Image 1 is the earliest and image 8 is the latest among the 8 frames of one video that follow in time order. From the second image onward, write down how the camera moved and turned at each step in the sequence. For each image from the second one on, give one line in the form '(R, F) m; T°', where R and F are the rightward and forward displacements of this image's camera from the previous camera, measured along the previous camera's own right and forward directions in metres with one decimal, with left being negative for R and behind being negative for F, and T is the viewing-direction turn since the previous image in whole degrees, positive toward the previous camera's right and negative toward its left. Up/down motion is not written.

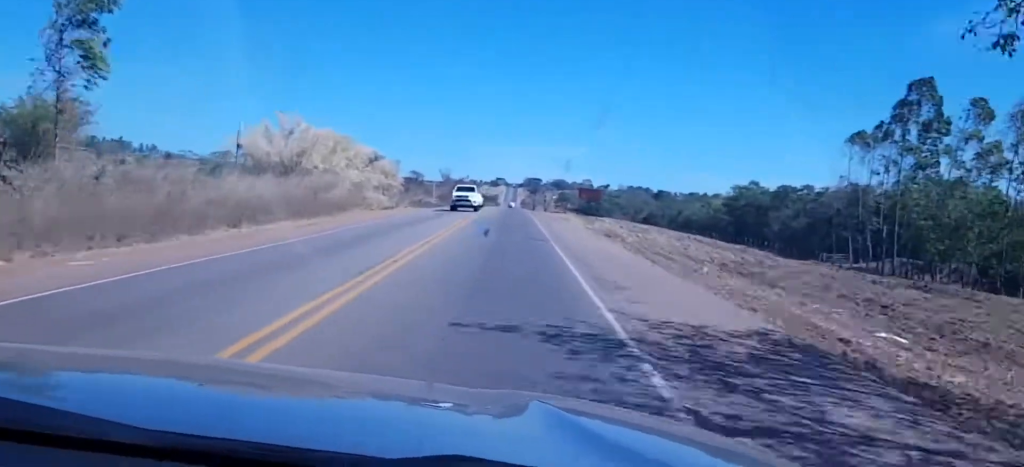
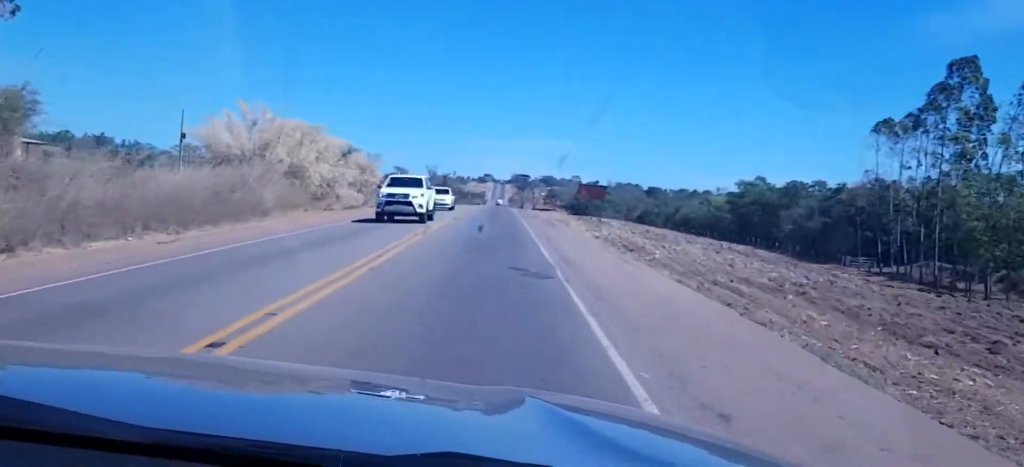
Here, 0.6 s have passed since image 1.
(0.0, +14.3) m; 0°
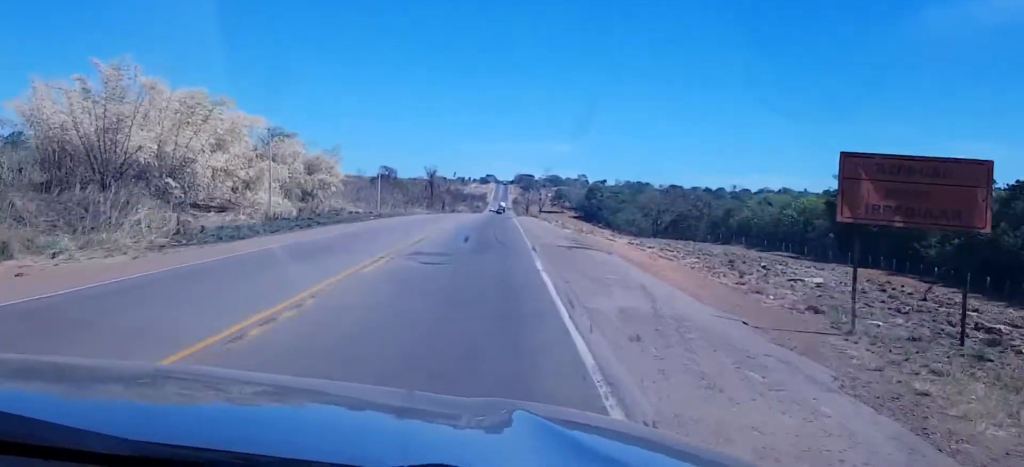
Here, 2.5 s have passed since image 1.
(+0.2, +49.7) m; 0°
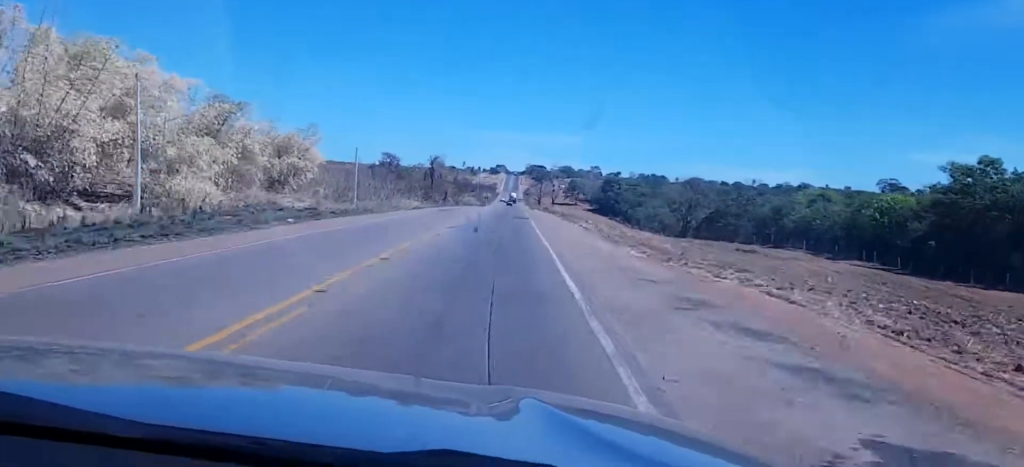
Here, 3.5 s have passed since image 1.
(-0.2, +26.5) m; 0°
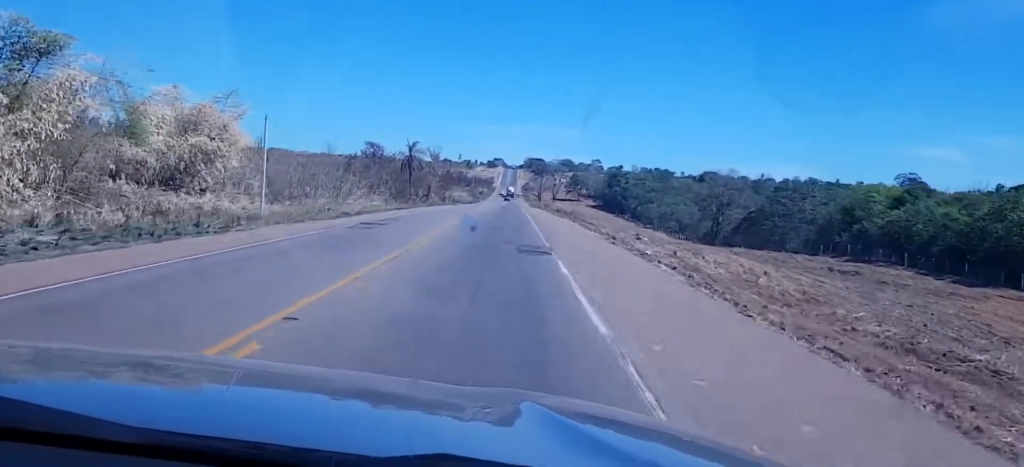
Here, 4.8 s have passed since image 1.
(+0.2, +34.3) m; +1°
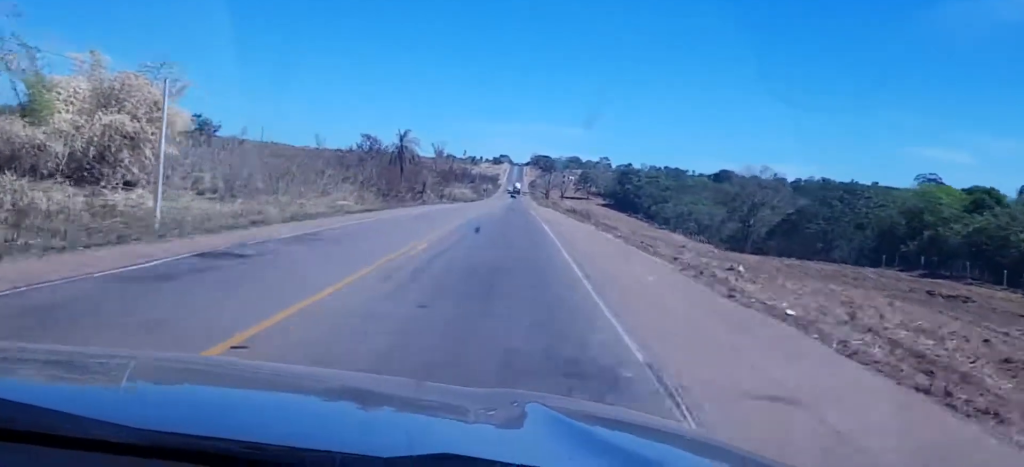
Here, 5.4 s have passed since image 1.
(+0.1, +17.4) m; 0°
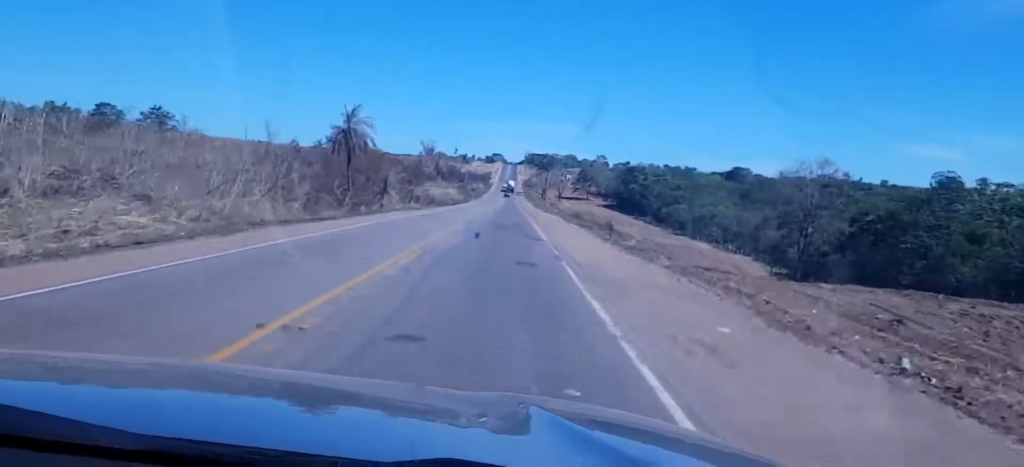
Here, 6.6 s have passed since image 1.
(-0.3, +34.4) m; 0°
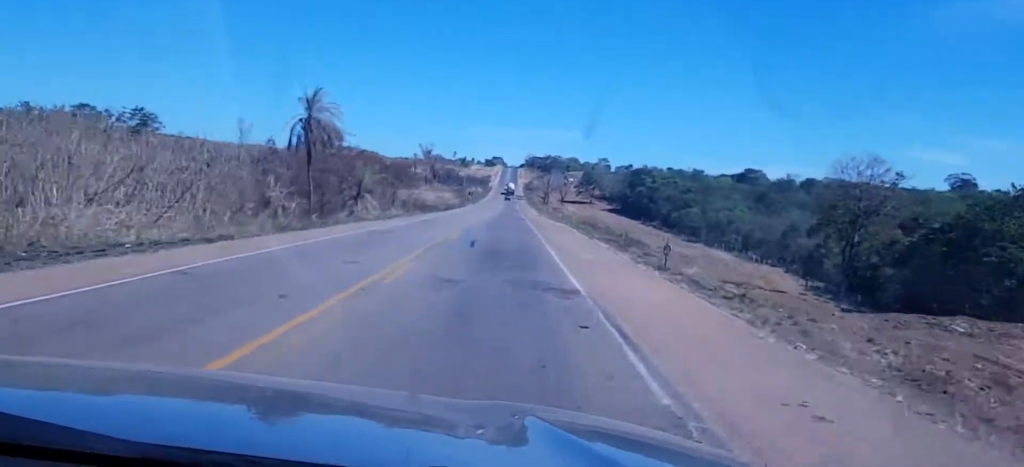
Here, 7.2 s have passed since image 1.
(0.0, +16.9) m; 0°
